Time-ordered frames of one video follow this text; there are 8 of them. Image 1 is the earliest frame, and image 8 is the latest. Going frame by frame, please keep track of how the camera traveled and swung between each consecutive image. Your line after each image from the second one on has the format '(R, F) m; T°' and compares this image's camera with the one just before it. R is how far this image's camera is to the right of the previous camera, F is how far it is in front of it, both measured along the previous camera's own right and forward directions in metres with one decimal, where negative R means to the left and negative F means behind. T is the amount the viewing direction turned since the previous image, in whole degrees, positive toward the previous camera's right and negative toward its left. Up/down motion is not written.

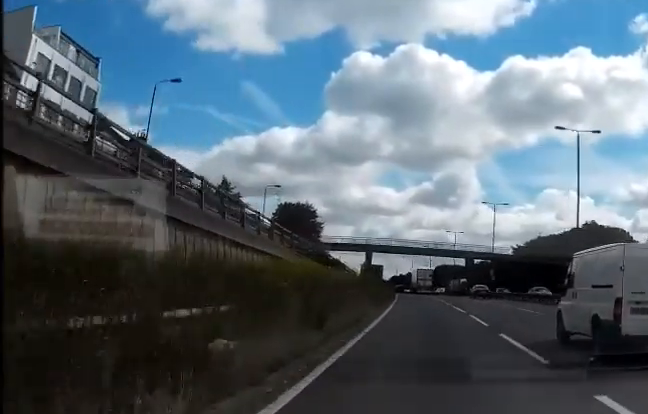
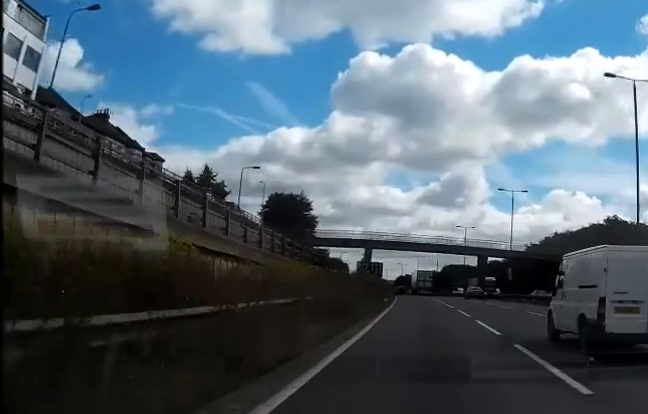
(-0.1, +11.7) m; -1°
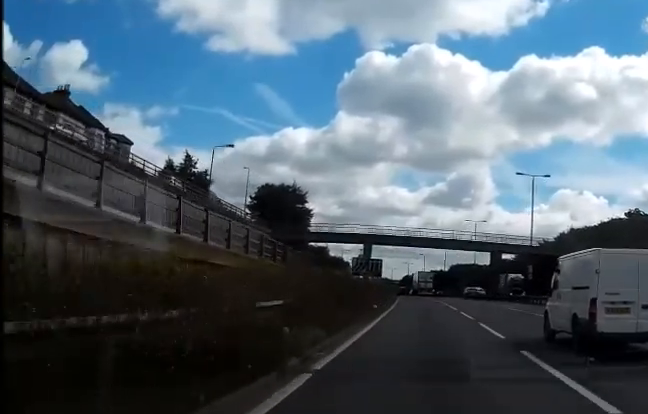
(-0.1, +9.8) m; 0°
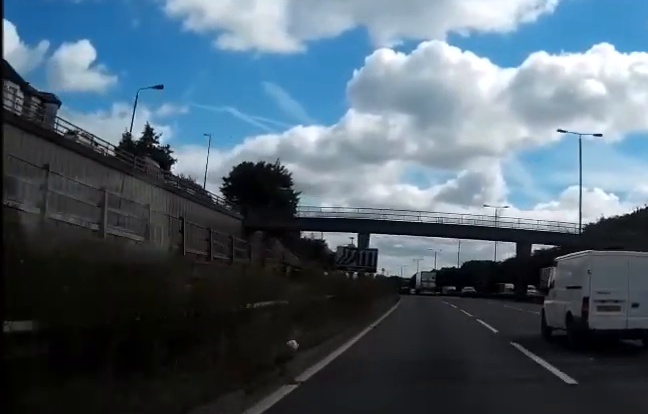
(-0.1, +15.9) m; -1°
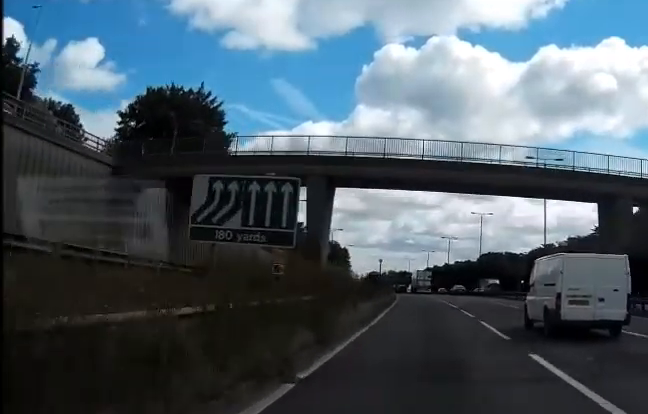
(-0.4, +29.7) m; -1°
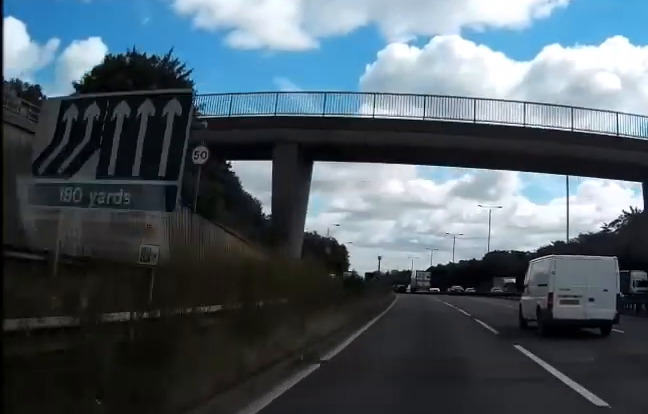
(0.0, +7.8) m; 0°
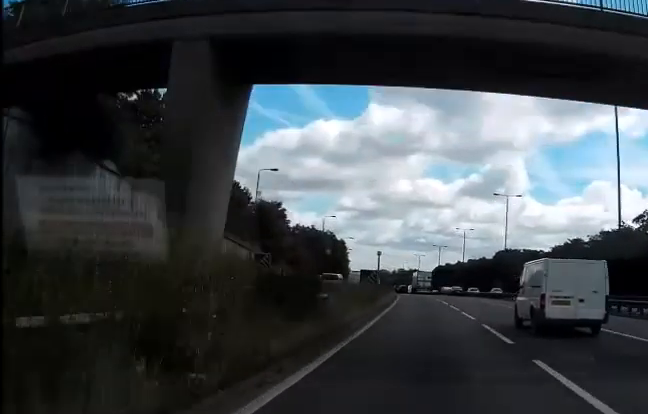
(+0.1, +11.4) m; -1°
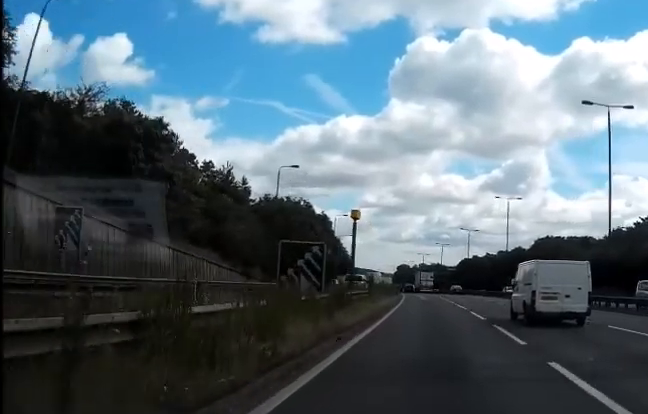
(-1.0, +37.0) m; -3°
